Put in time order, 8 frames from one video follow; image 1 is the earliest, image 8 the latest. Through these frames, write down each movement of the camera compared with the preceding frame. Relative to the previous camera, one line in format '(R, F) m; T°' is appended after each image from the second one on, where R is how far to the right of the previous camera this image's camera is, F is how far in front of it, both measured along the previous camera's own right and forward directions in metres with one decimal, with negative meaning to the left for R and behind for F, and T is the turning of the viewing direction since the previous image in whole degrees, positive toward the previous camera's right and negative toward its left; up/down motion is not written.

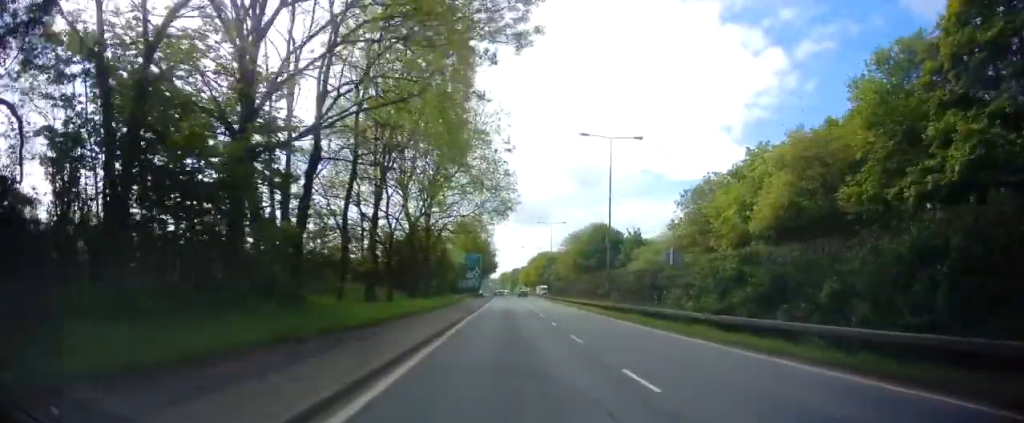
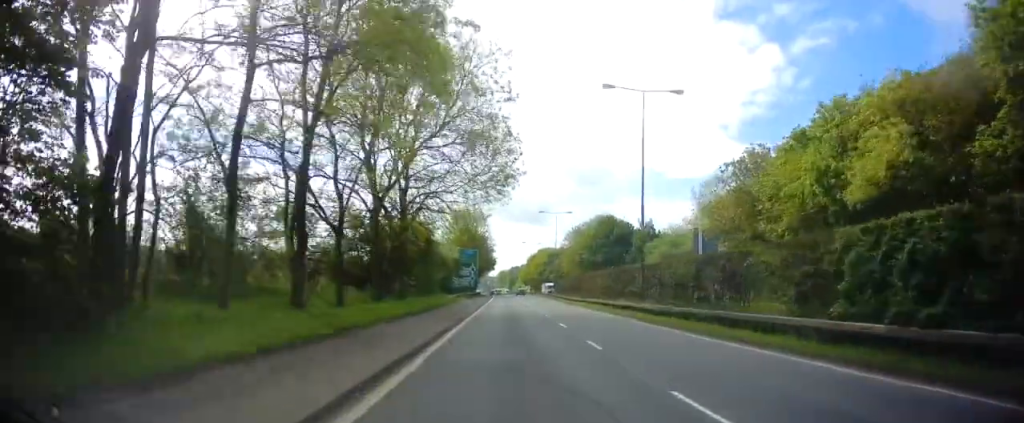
(-0.2, +9.6) m; -1°
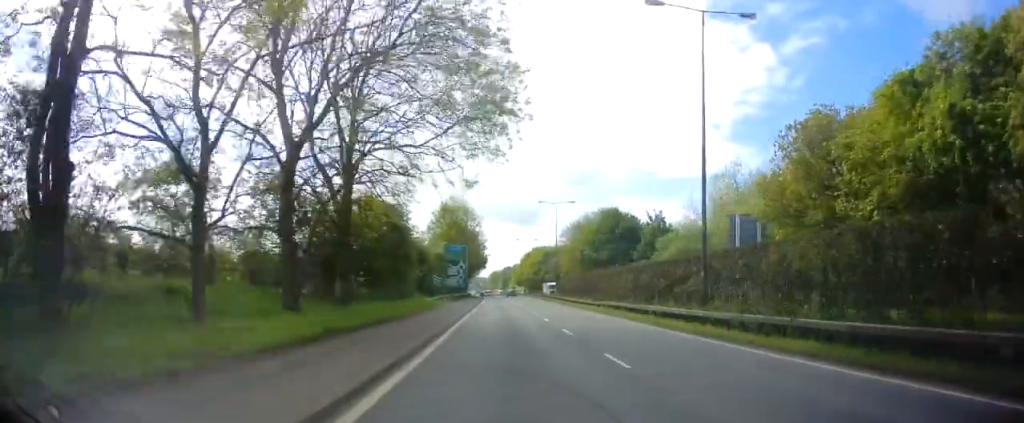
(-0.1, +10.1) m; 0°
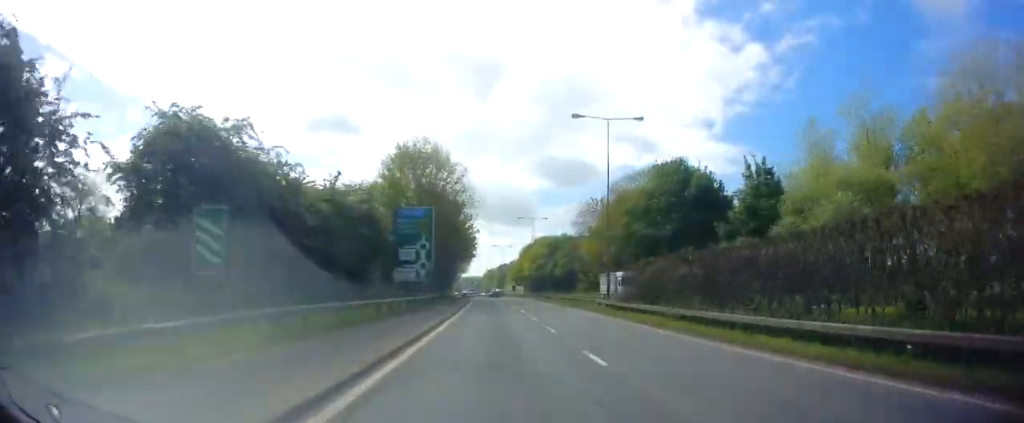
(+0.8, +34.8) m; +1°
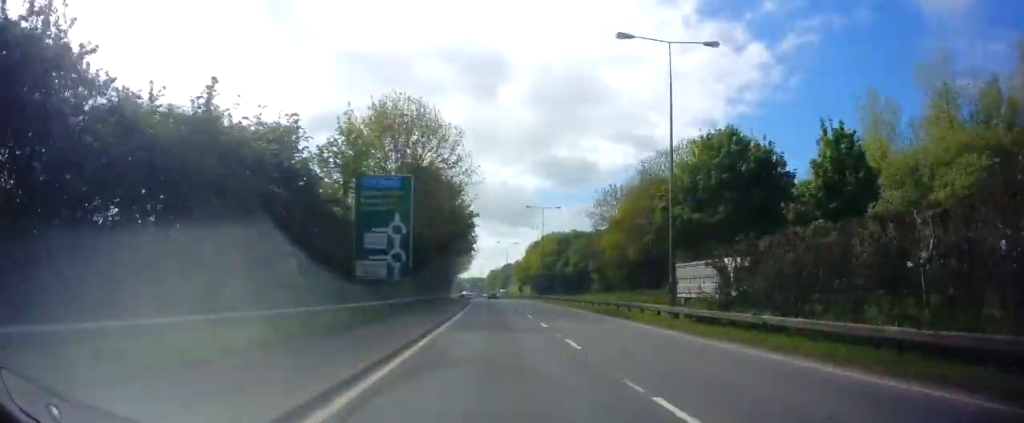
(-0.3, +12.0) m; -1°
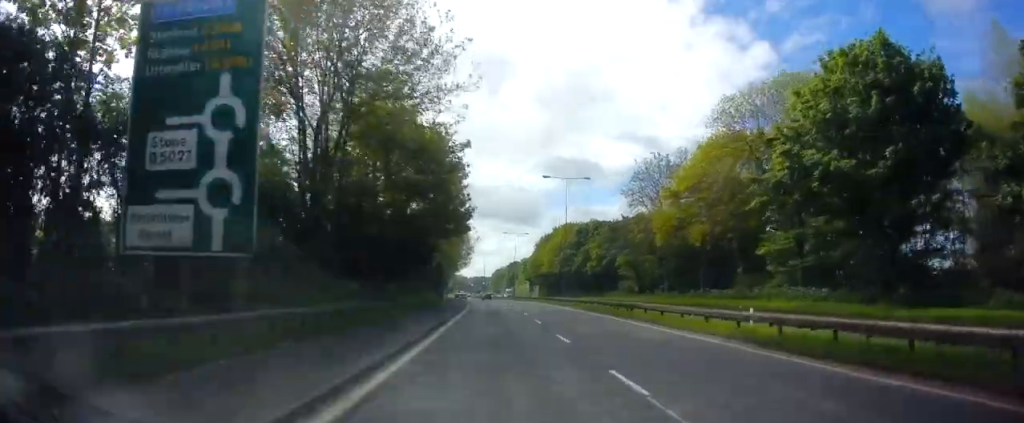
(+0.3, +19.5) m; +1°
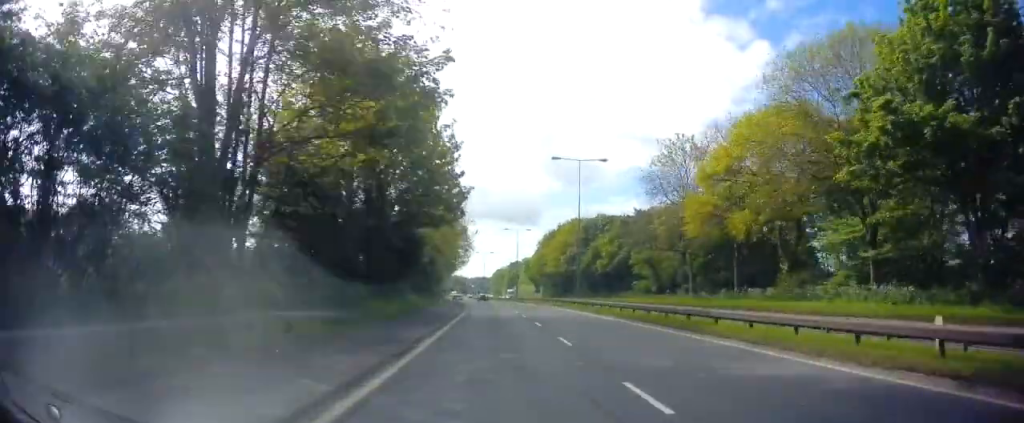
(0.0, +8.0) m; -1°
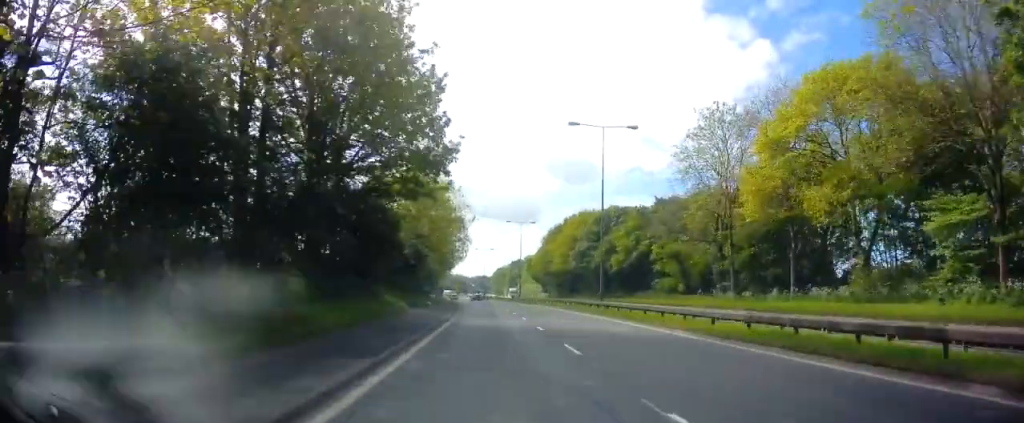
(0.0, +9.7) m; -1°
